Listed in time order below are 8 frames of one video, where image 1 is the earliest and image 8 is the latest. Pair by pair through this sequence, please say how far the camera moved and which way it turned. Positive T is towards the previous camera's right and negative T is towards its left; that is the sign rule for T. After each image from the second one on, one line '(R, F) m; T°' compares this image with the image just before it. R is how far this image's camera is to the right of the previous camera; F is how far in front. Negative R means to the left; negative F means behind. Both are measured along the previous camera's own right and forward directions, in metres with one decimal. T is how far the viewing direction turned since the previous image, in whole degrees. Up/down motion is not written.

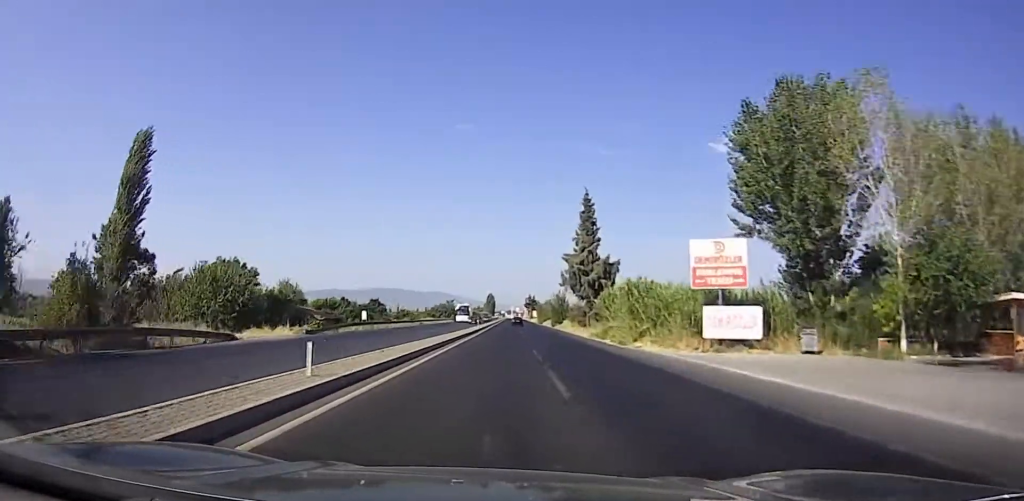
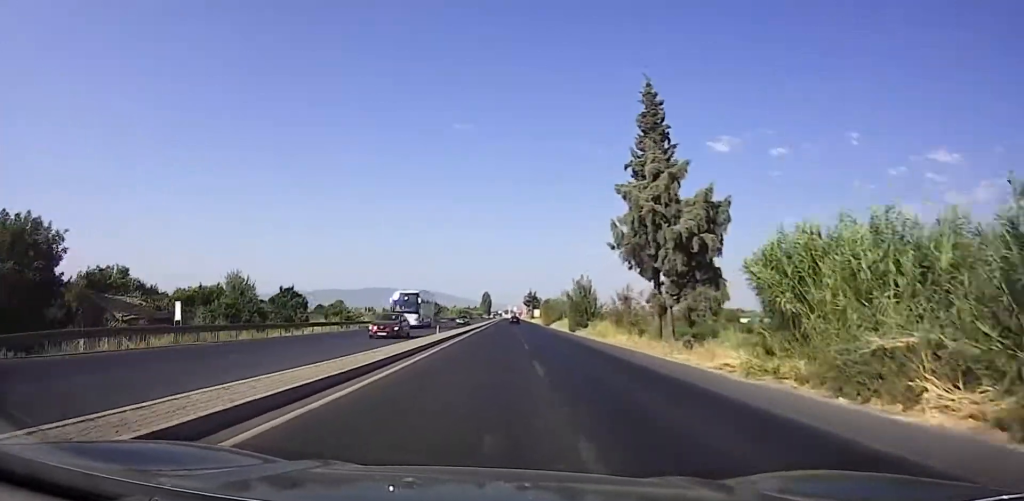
(-0.3, +31.4) m; -1°
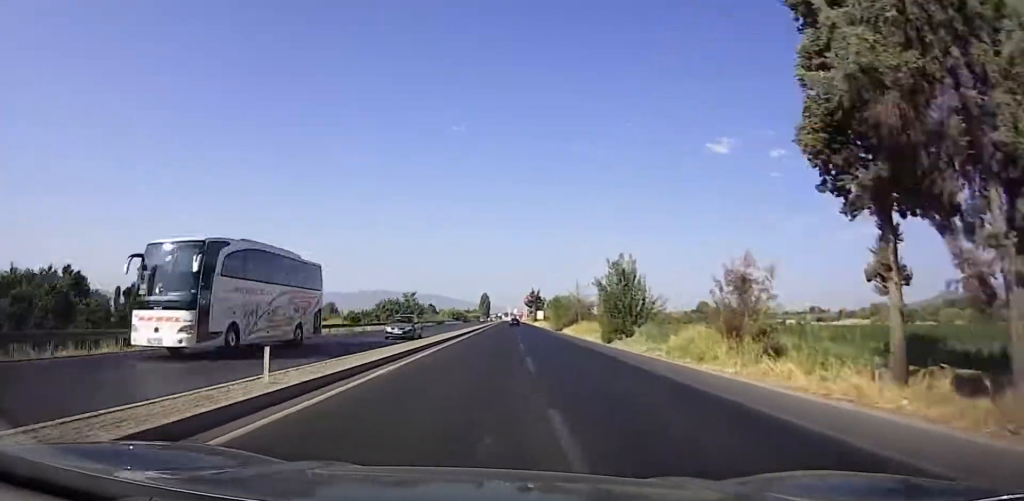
(0.0, +21.0) m; 0°
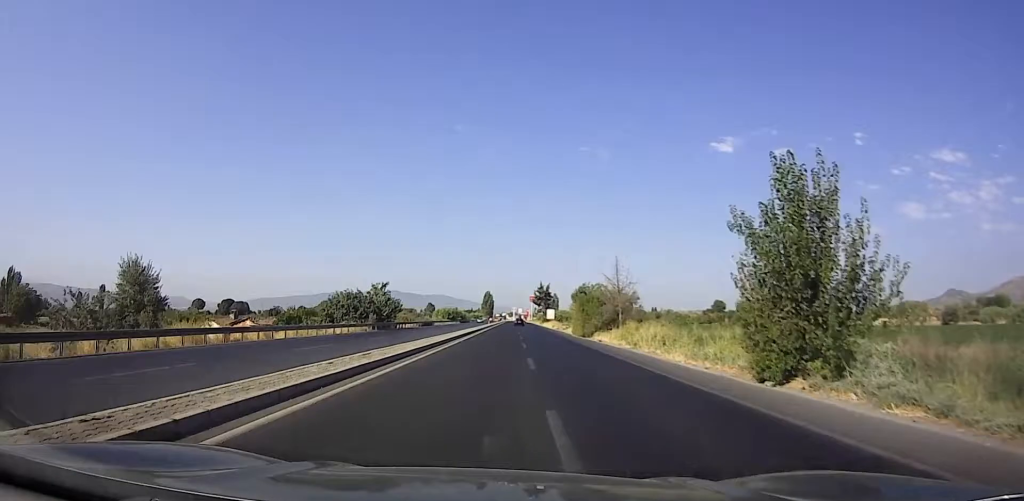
(-0.1, +23.0) m; +1°
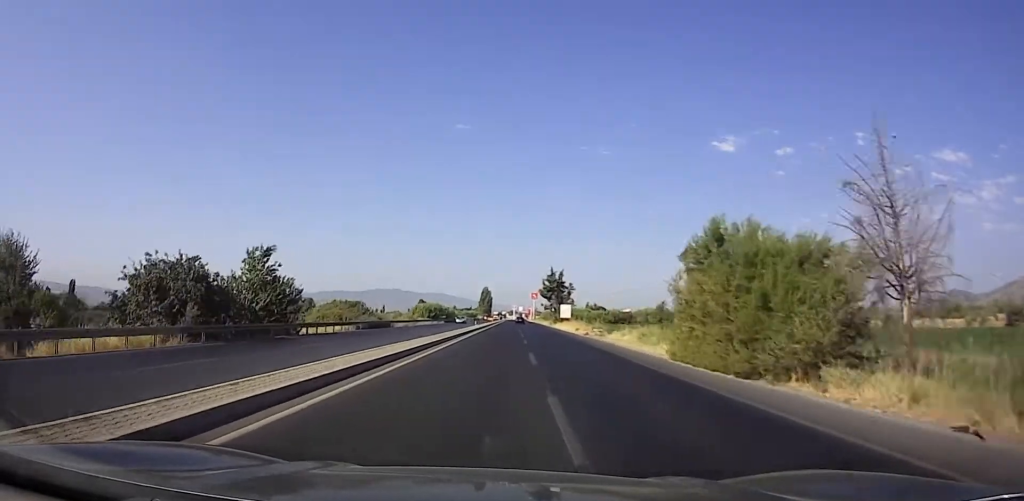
(+0.4, +33.4) m; +1°
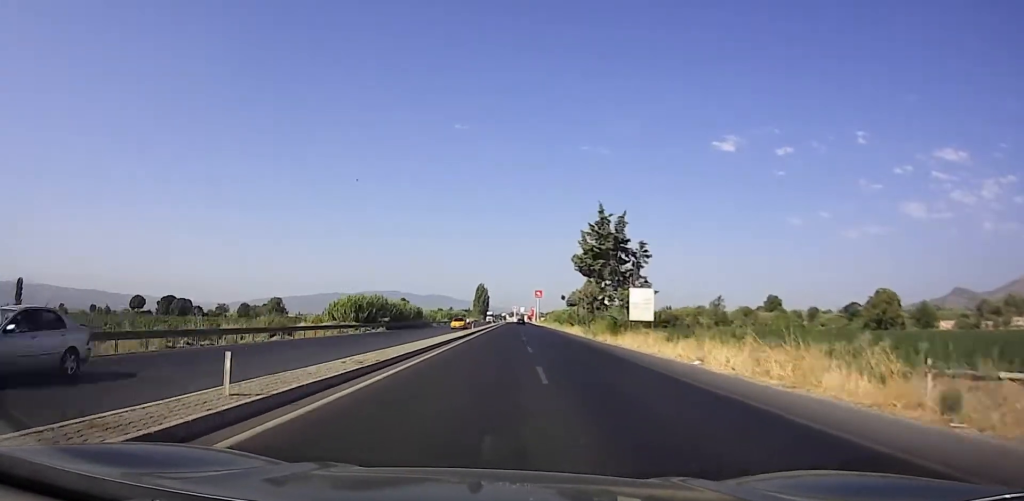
(0.0, +51.6) m; -1°
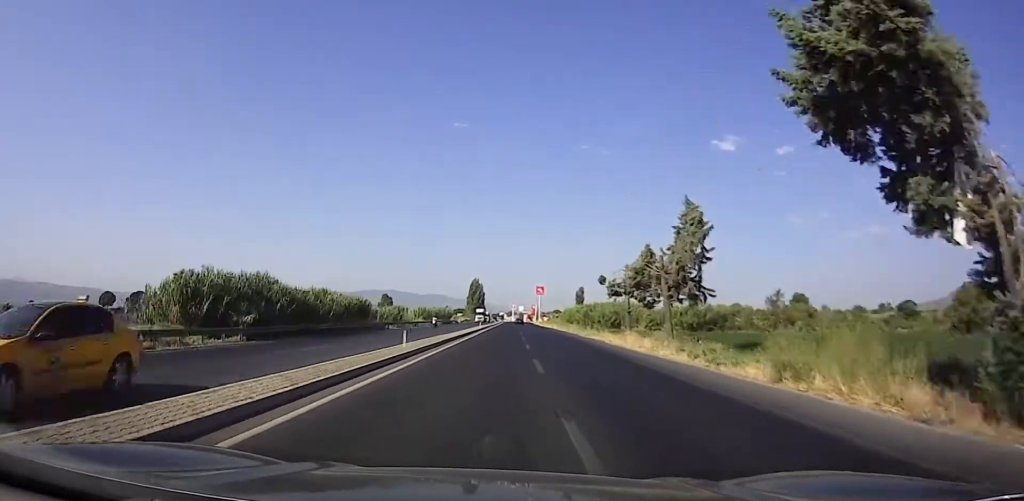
(-0.6, +32.7) m; 0°
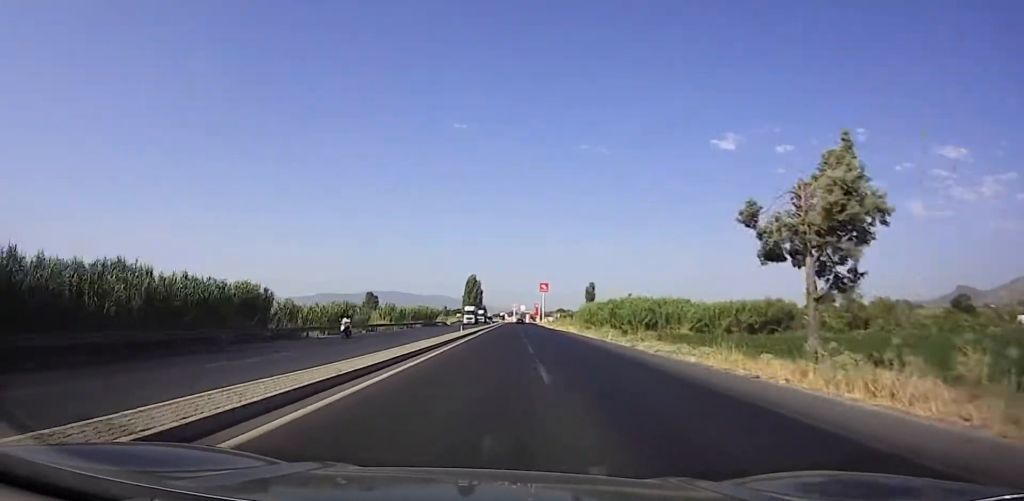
(+0.4, +25.2) m; +1°
